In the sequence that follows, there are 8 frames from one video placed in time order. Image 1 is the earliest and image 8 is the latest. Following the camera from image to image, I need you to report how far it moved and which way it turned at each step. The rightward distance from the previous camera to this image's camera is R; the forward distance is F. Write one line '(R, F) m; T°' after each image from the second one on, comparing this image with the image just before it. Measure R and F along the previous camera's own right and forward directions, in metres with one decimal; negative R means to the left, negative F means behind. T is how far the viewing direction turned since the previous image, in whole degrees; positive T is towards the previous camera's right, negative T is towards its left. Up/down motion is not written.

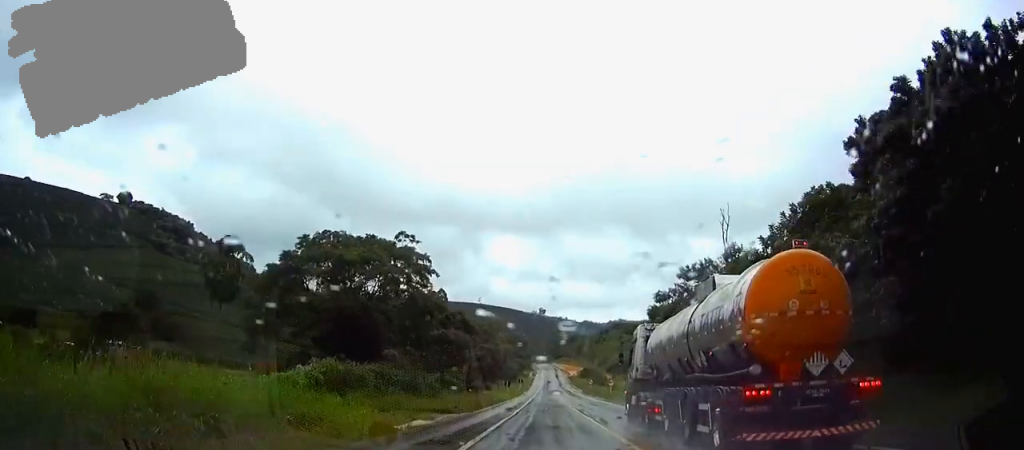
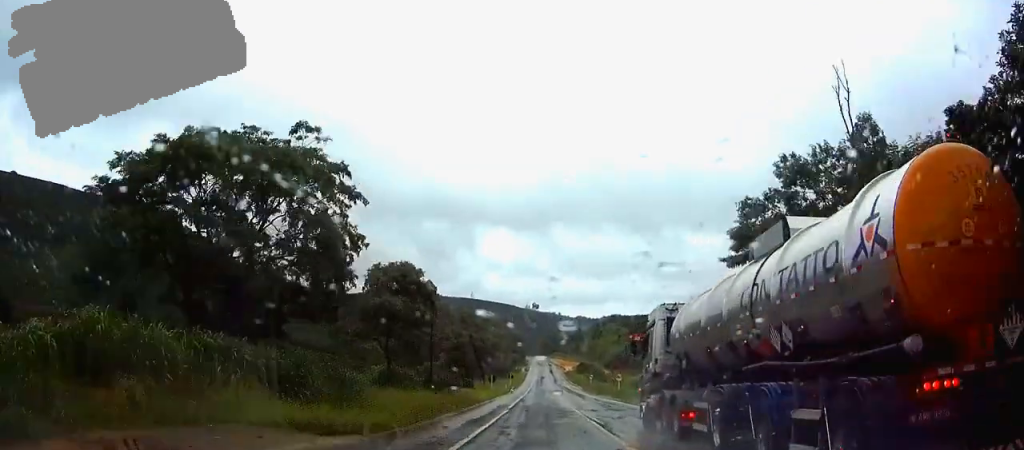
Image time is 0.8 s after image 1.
(+0.1, +19.0) m; 0°
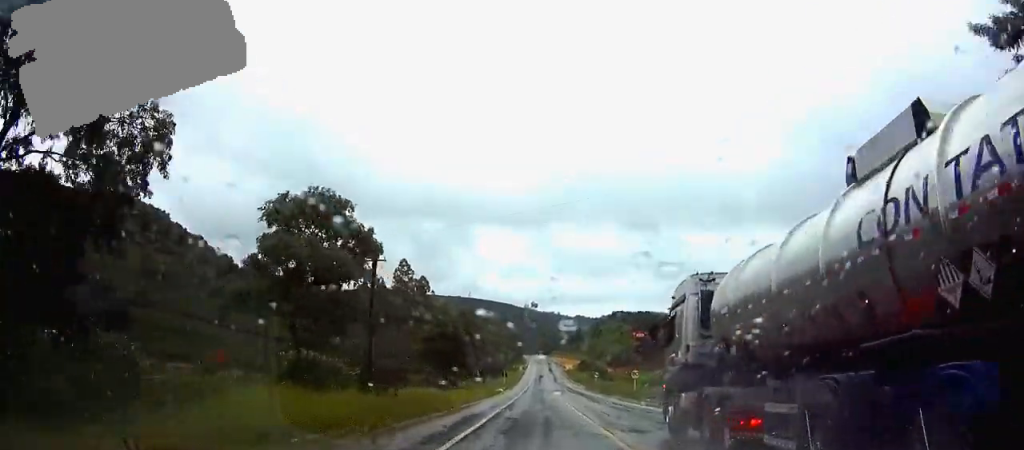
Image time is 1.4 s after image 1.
(0.0, +16.2) m; 0°
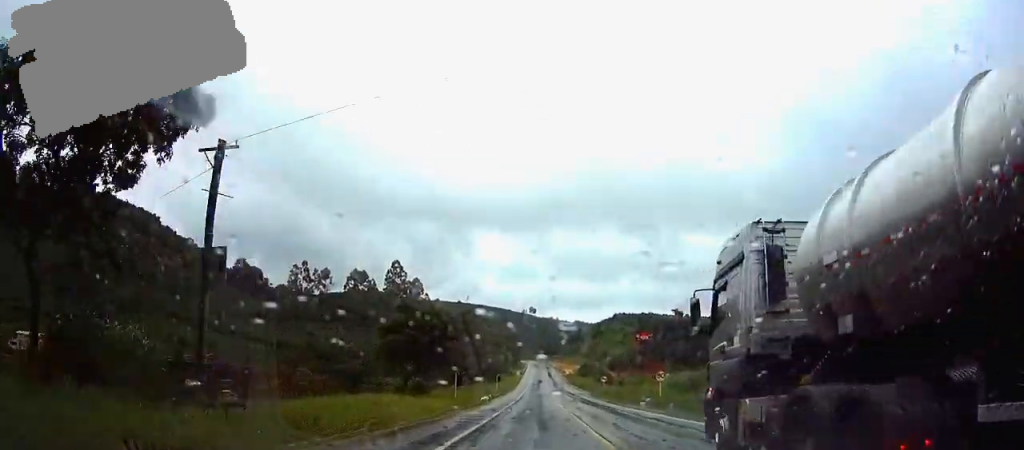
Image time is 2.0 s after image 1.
(0.0, +15.7) m; 0°
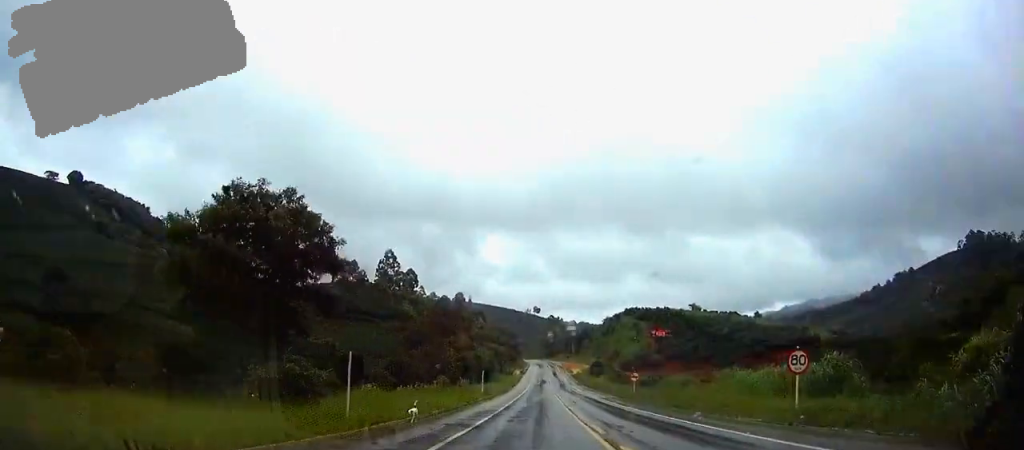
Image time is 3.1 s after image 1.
(0.0, +29.1) m; 0°
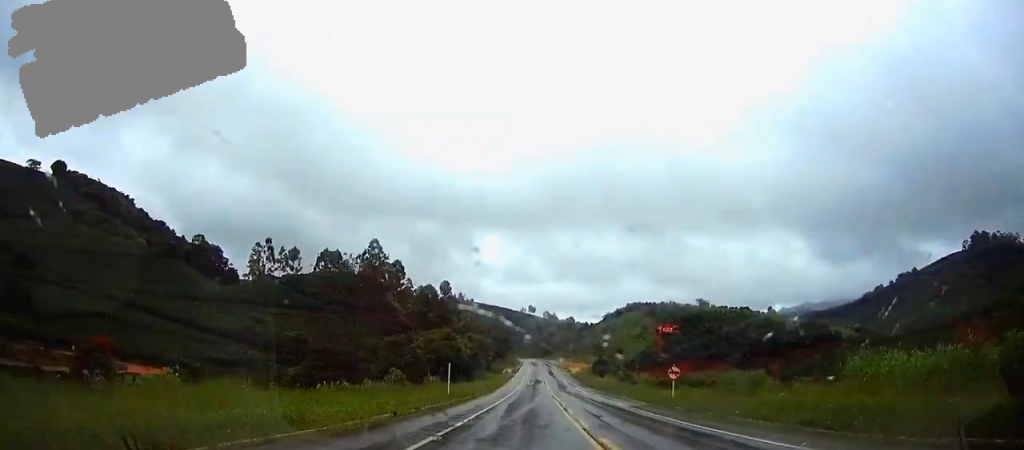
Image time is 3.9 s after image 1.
(0.0, +22.7) m; +1°
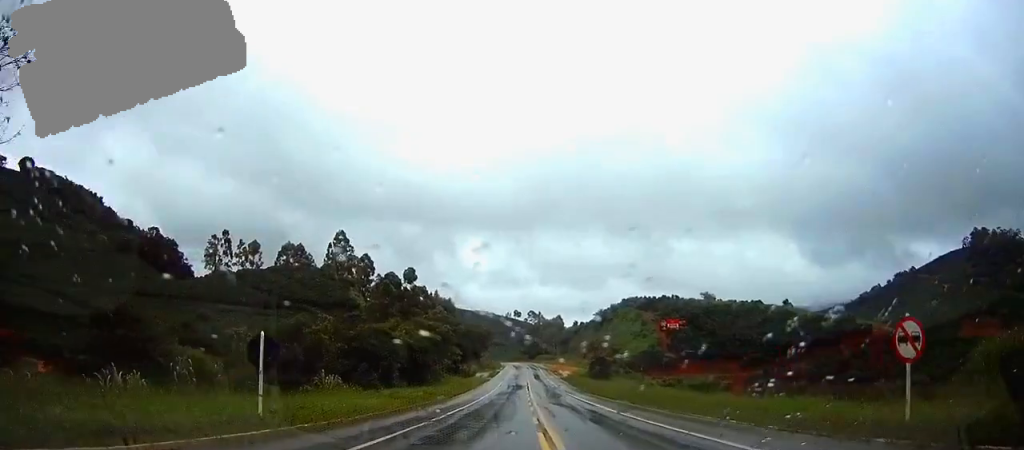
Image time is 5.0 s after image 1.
(+0.3, +31.8) m; 0°
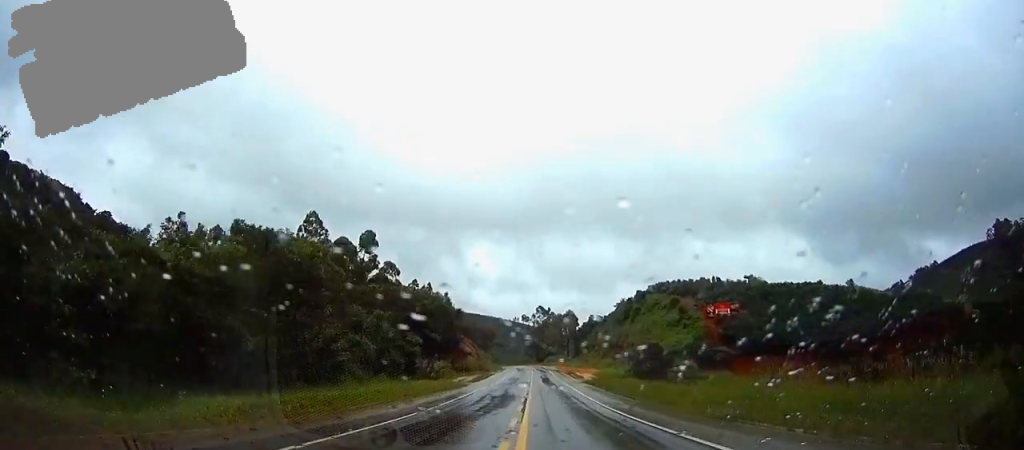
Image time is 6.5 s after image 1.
(-0.2, +45.7) m; 0°
